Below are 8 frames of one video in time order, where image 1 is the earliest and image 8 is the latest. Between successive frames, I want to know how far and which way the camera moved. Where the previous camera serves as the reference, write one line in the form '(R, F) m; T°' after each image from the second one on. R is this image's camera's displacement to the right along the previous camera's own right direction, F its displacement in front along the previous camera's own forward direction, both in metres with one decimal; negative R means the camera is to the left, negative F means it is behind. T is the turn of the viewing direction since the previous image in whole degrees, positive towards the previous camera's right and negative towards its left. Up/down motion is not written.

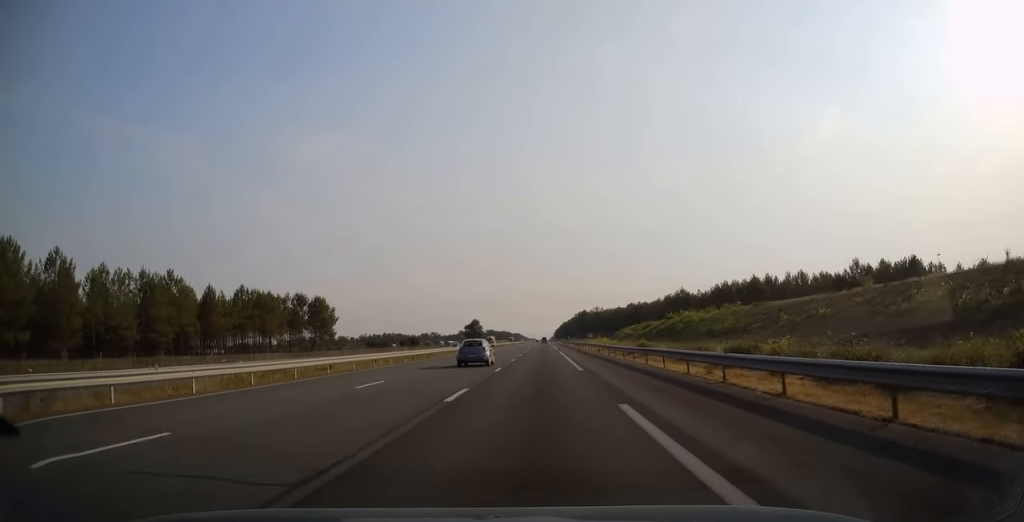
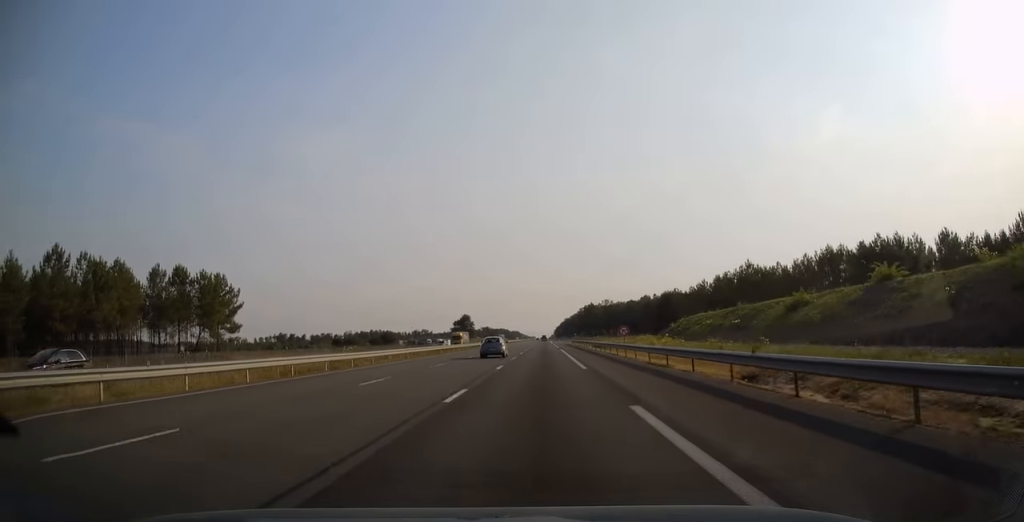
(+0.2, +52.6) m; 0°
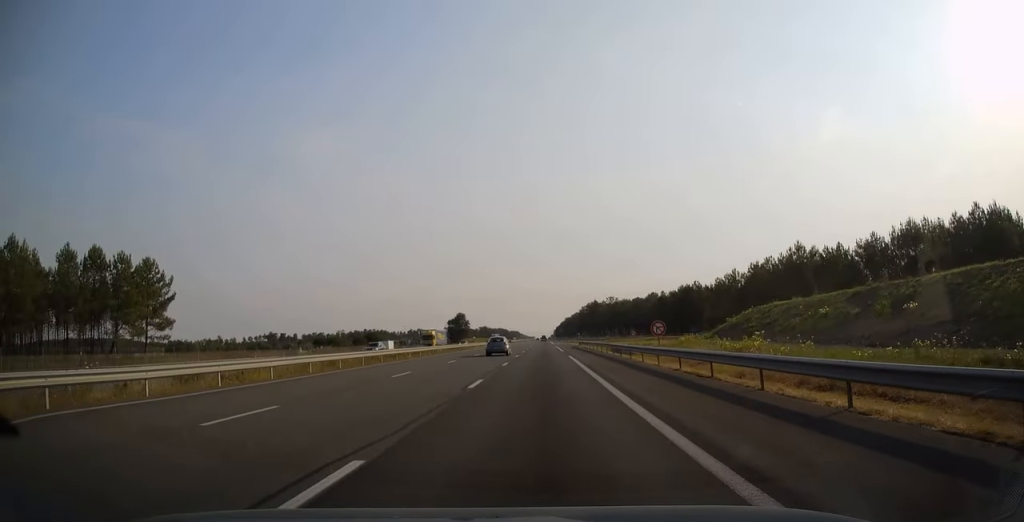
(0.0, +22.1) m; 0°
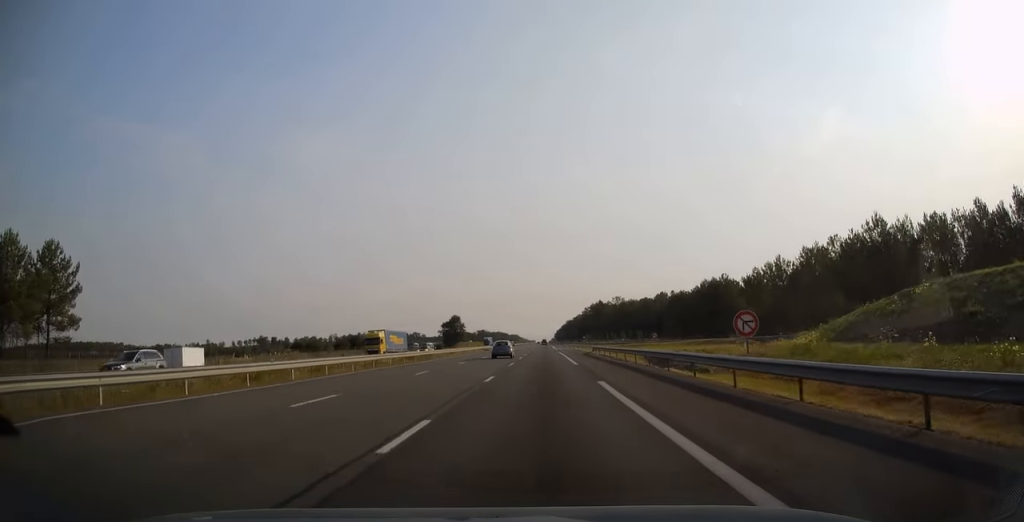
(-0.1, +22.1) m; 0°
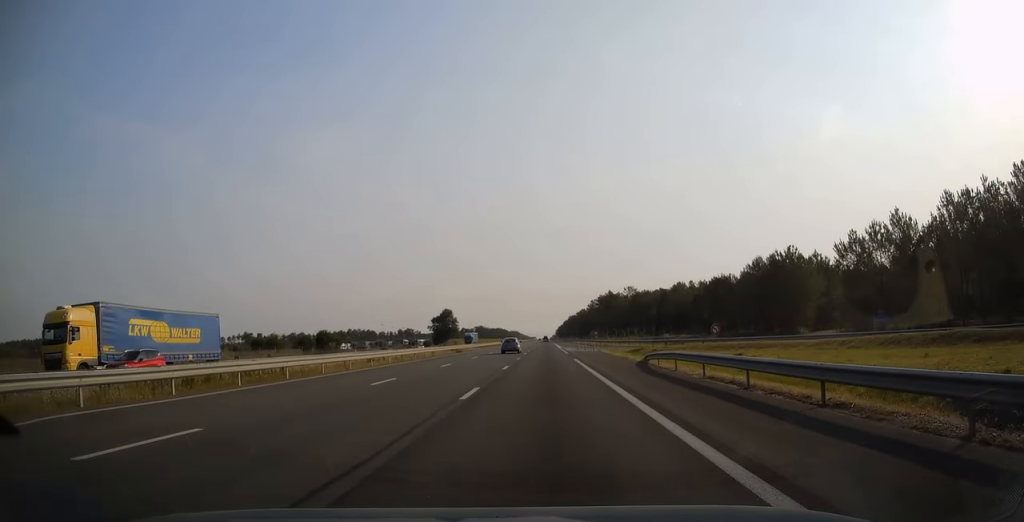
(+0.2, +32.9) m; 0°
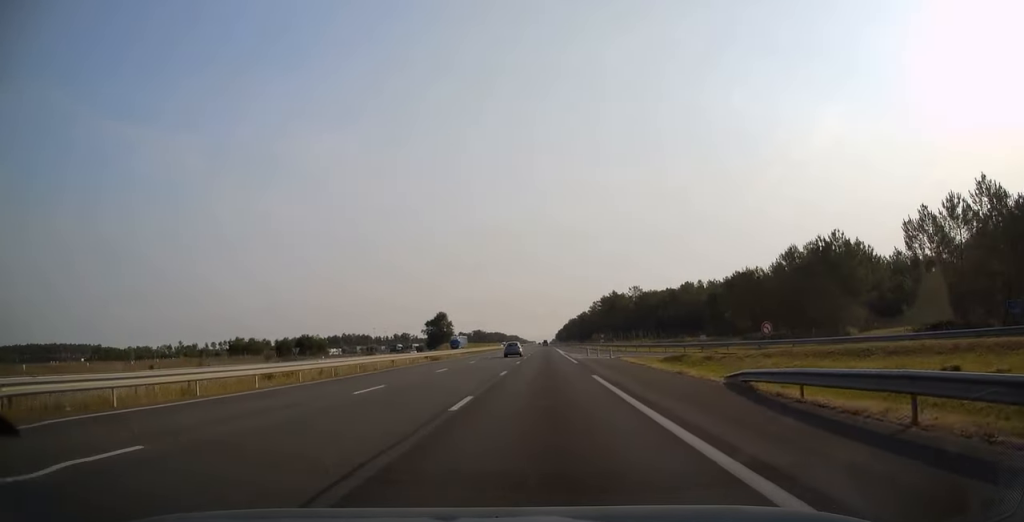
(0.0, +14.7) m; 0°
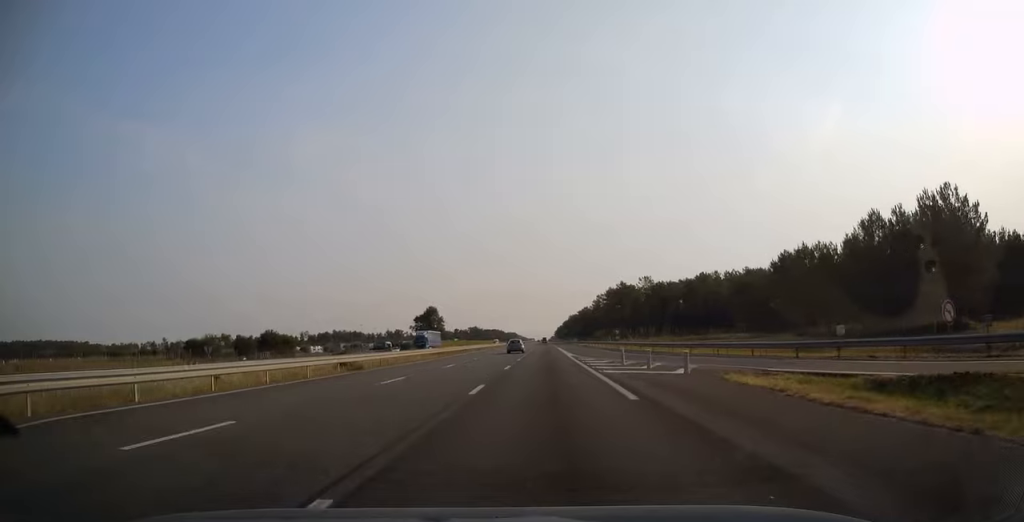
(-0.1, +23.1) m; 0°
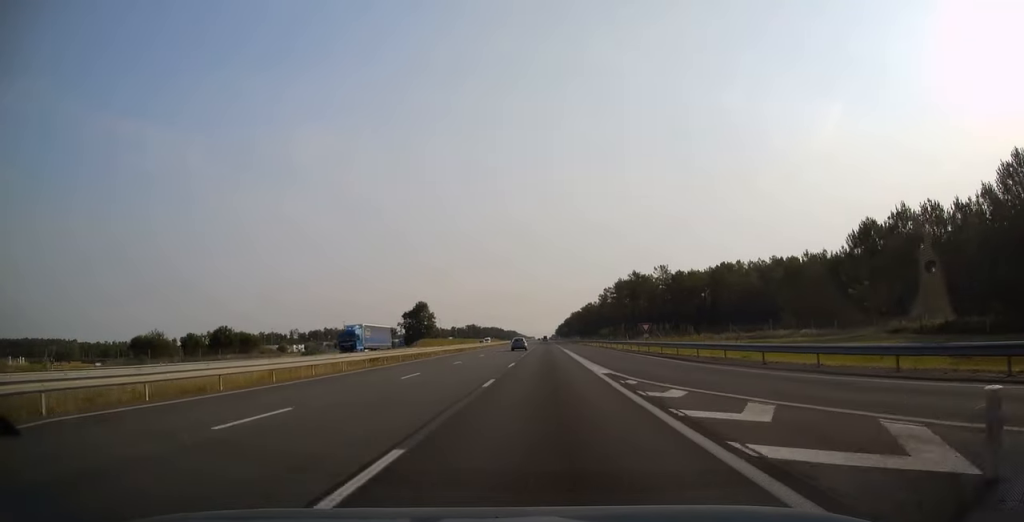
(-0.1, +23.7) m; 0°
